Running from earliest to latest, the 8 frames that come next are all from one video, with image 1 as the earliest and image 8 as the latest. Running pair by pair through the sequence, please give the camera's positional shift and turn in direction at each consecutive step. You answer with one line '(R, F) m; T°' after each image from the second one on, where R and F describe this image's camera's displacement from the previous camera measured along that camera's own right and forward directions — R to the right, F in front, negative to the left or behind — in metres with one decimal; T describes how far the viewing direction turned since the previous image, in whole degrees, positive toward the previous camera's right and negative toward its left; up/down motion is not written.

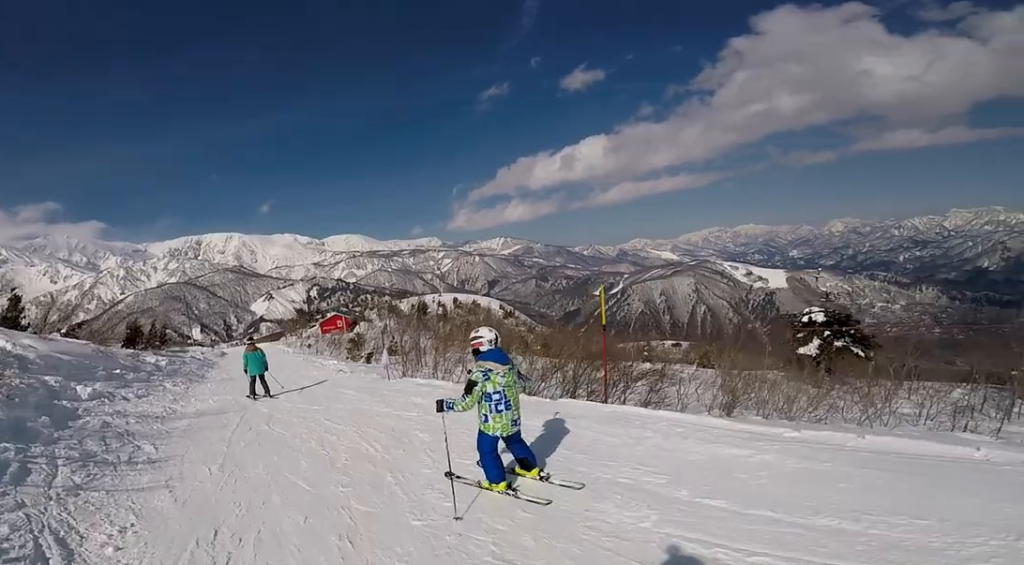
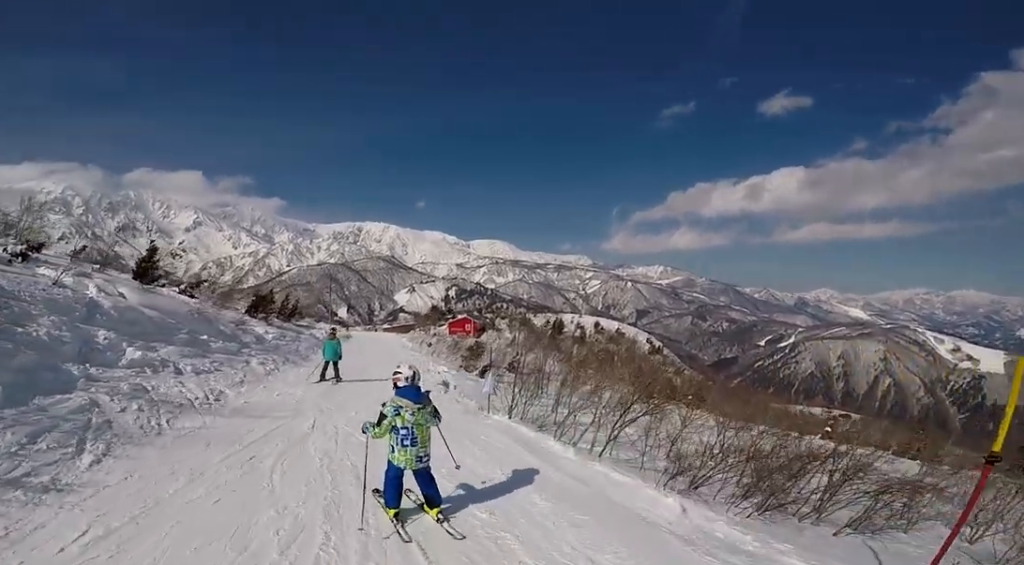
(-0.4, +3.0) m; -14°
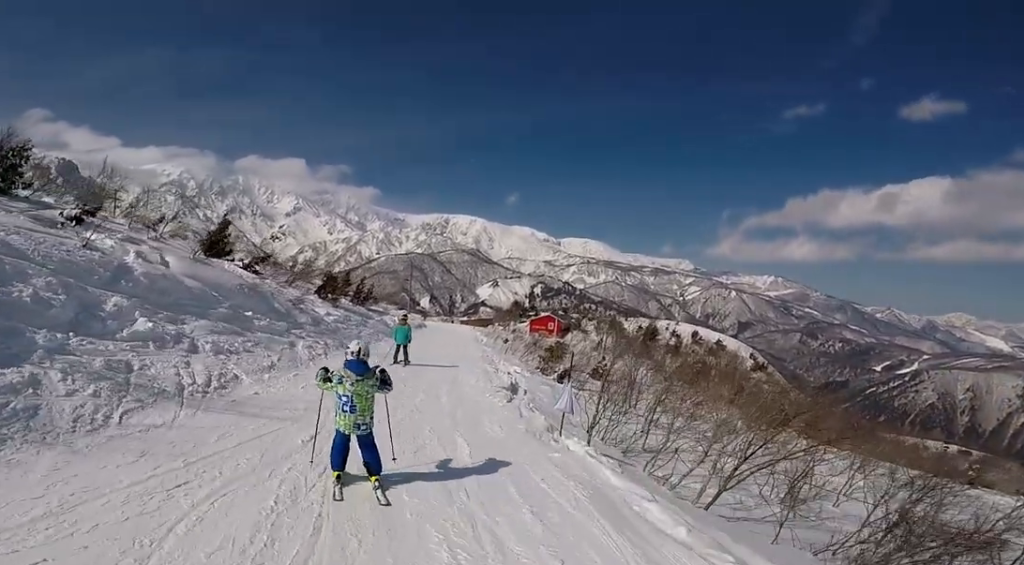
(-0.4, +2.2) m; -10°
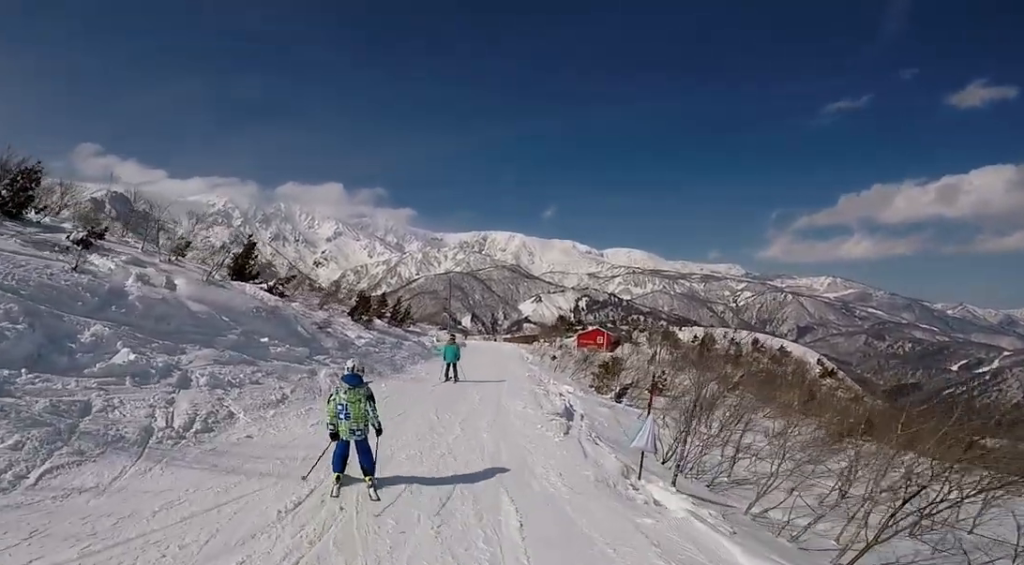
(0.0, +1.8) m; 0°
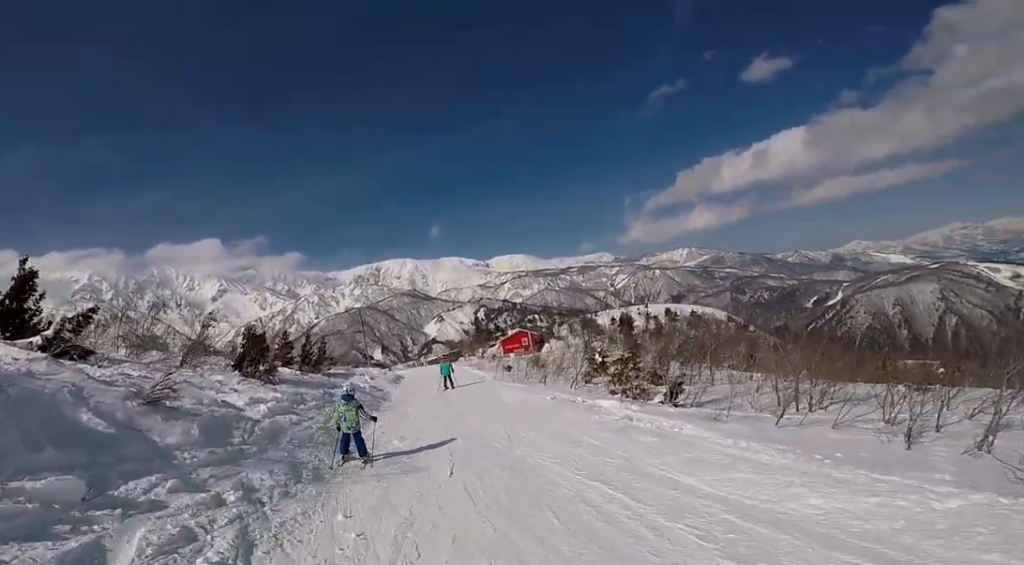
(+1.7, +8.6) m; +22°
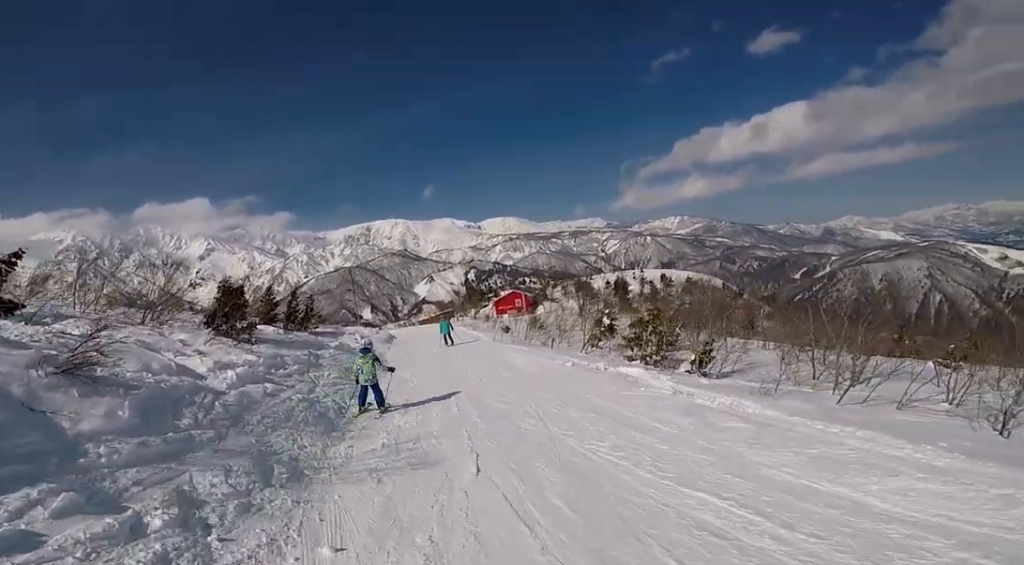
(+0.1, +1.9) m; +2°
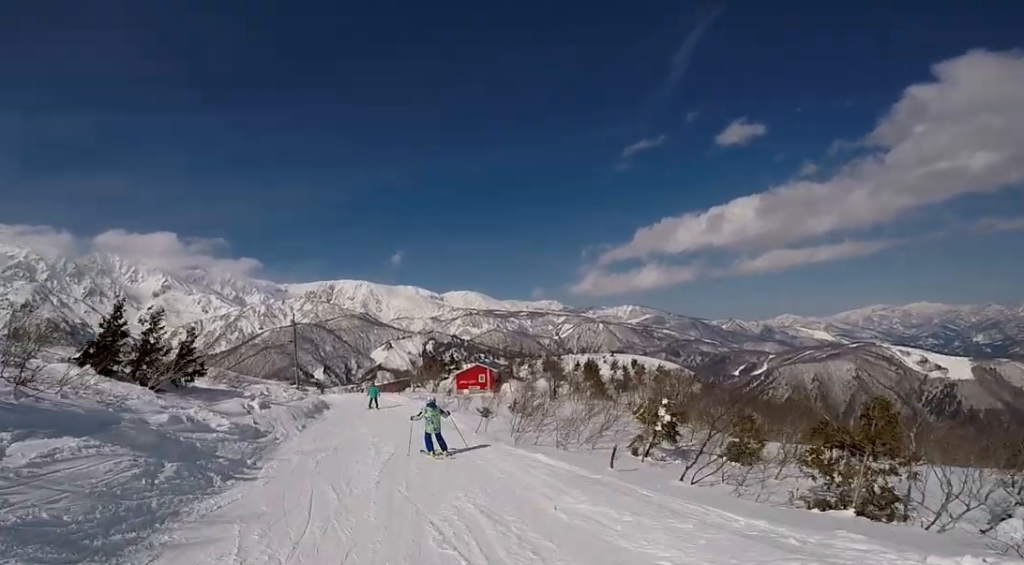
(0.0, +9.6) m; -2°
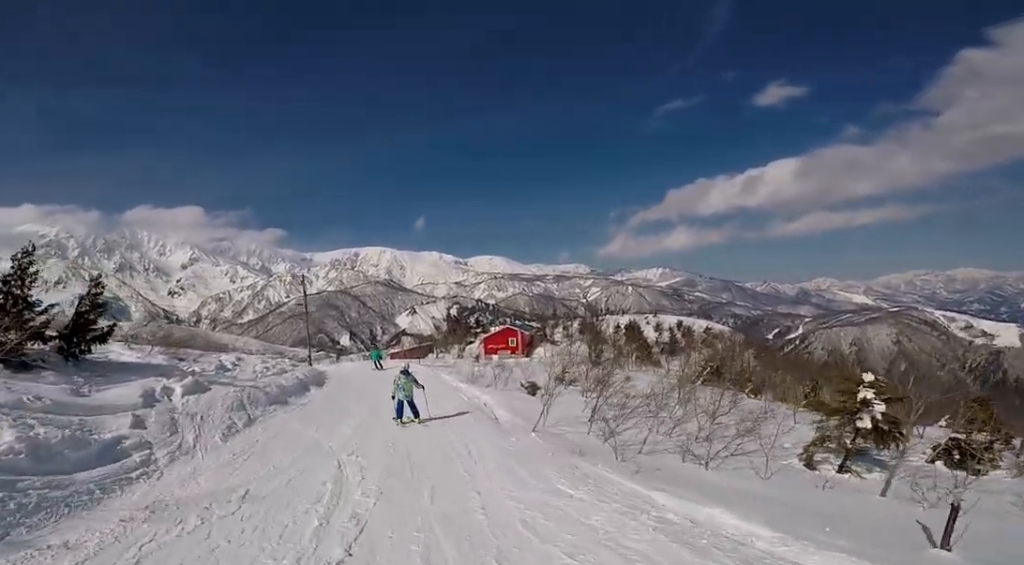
(-0.6, +6.5) m; -5°
